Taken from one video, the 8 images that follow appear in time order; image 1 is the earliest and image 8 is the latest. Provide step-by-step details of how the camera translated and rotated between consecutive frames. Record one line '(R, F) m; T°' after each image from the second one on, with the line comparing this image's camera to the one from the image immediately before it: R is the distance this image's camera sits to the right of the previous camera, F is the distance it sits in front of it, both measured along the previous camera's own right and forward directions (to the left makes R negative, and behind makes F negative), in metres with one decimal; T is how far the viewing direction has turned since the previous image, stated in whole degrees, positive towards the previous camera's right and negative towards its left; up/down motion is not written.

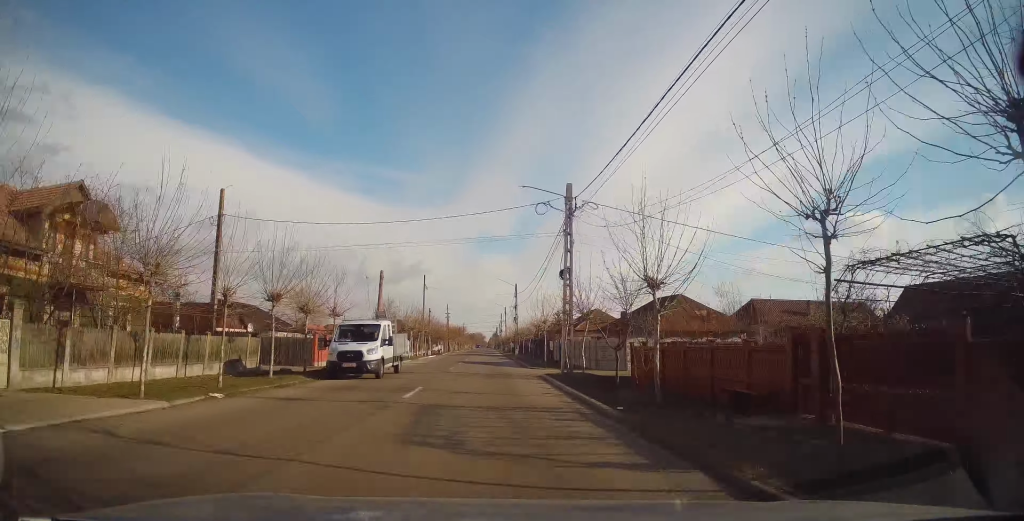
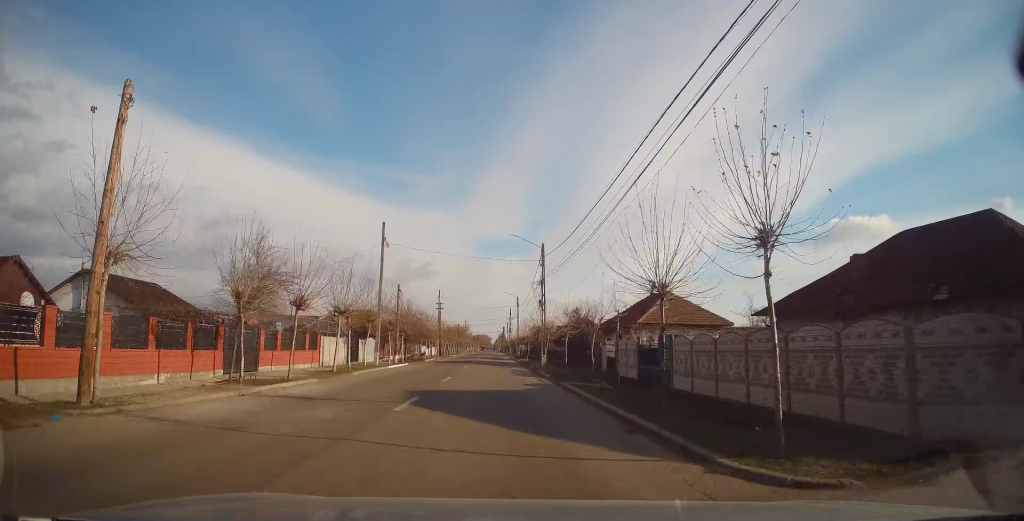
(-0.2, +24.7) m; -2°
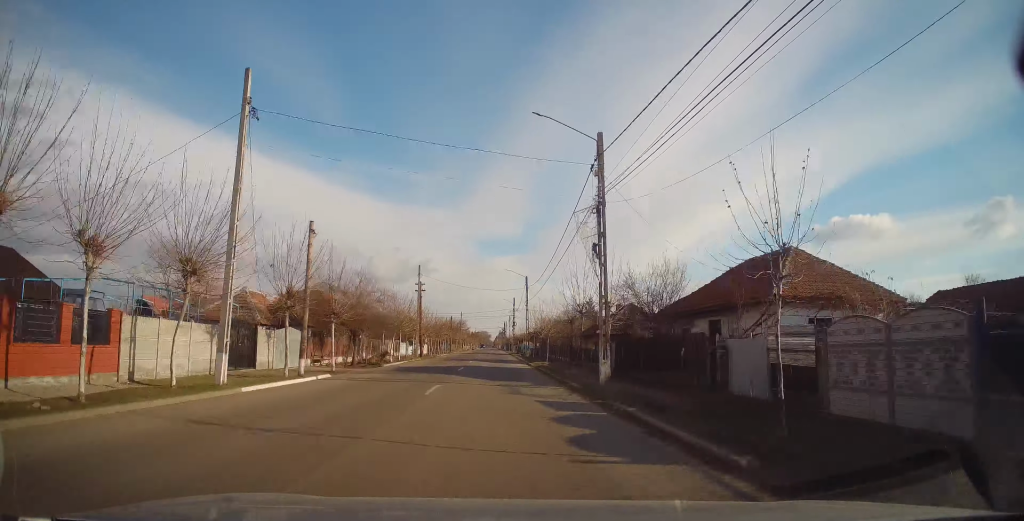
(-0.2, +18.8) m; 0°
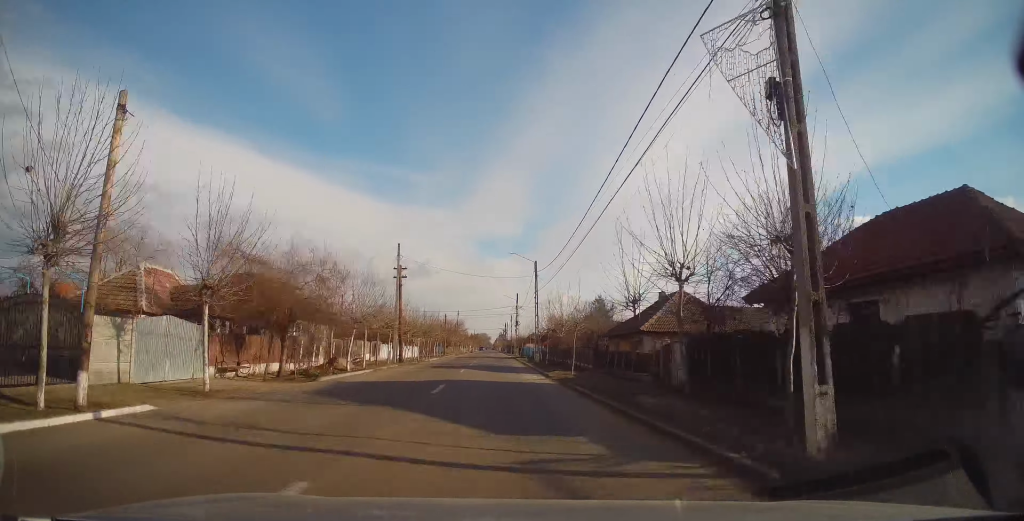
(+0.3, +11.2) m; 0°
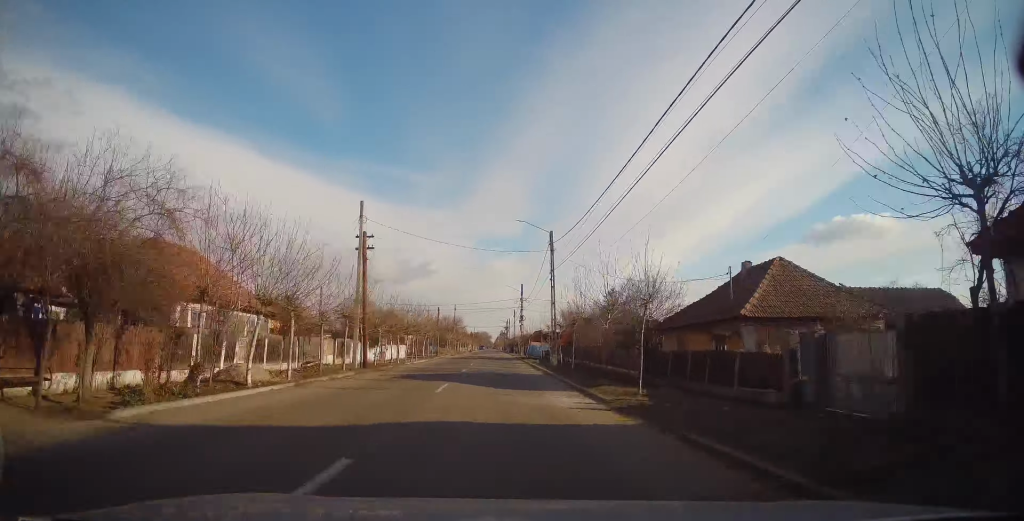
(-0.4, +11.2) m; 0°
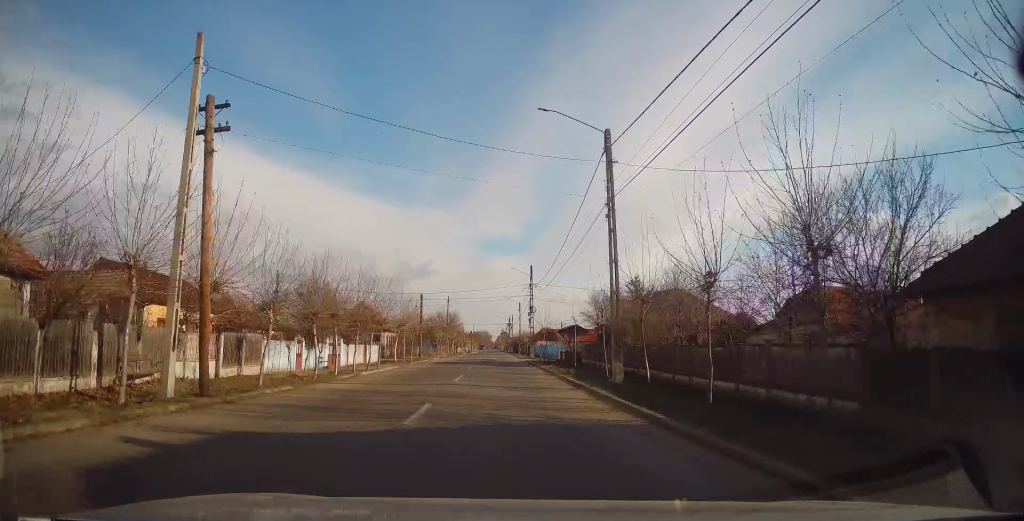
(+0.3, +15.9) m; 0°
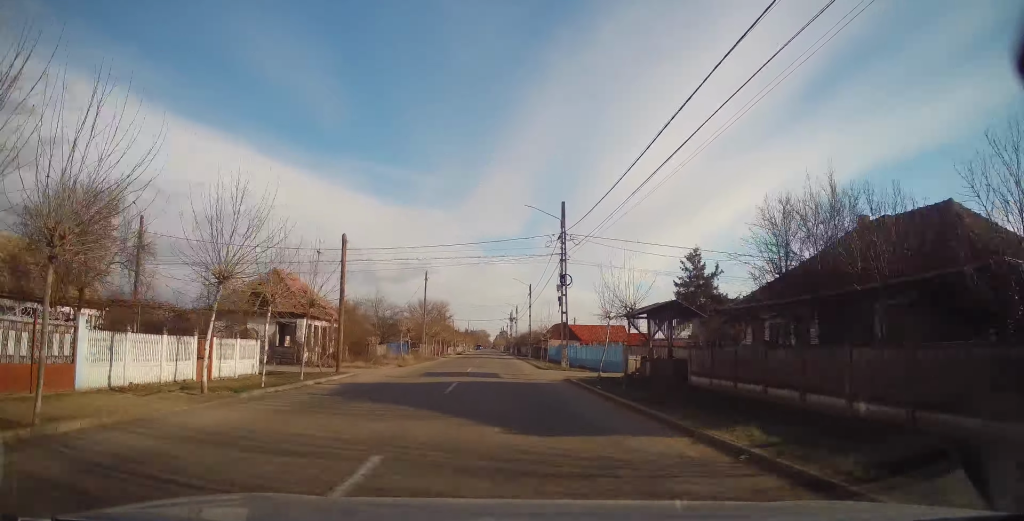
(-0.4, +24.9) m; 0°
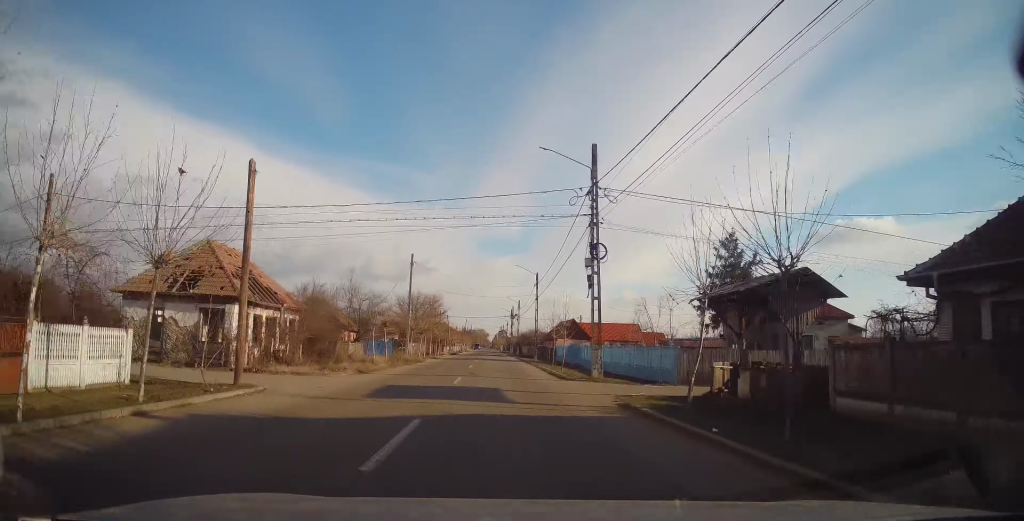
(+0.3, +9.5) m; 0°
